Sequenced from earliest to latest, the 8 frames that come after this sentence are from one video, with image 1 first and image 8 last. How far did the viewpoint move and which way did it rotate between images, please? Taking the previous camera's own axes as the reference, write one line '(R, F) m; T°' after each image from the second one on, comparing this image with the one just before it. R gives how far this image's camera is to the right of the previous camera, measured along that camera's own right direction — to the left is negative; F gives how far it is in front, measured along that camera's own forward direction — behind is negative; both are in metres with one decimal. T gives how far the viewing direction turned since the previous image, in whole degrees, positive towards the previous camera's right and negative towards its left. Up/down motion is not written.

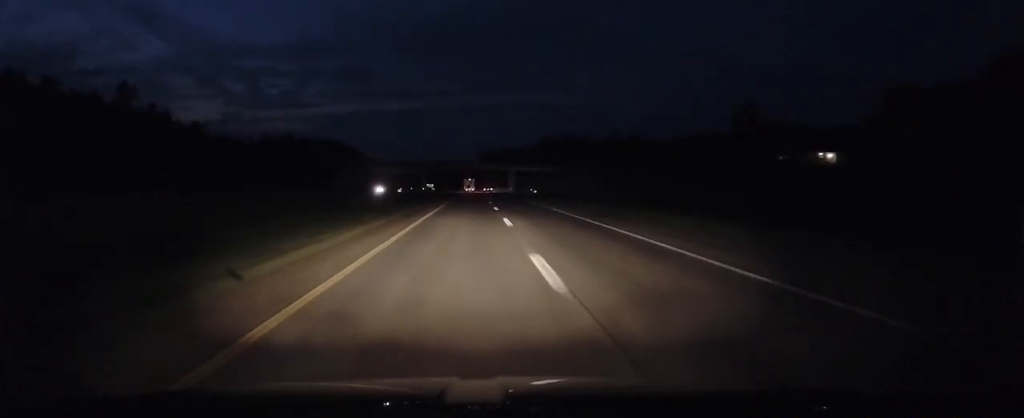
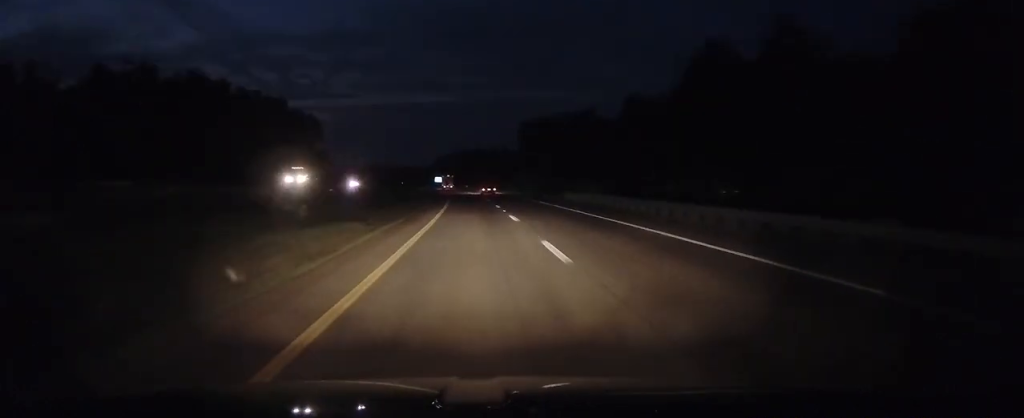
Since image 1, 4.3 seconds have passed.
(-3.7, +141.8) m; -5°
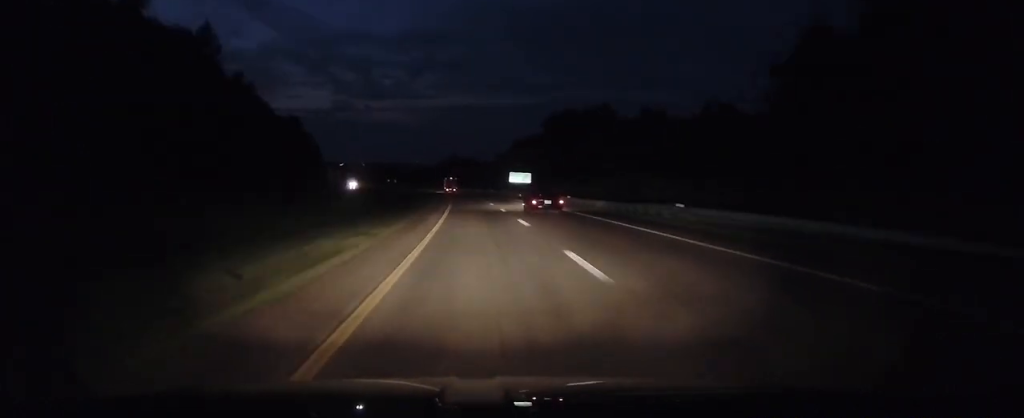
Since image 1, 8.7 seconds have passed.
(-9.0, +146.1) m; -8°
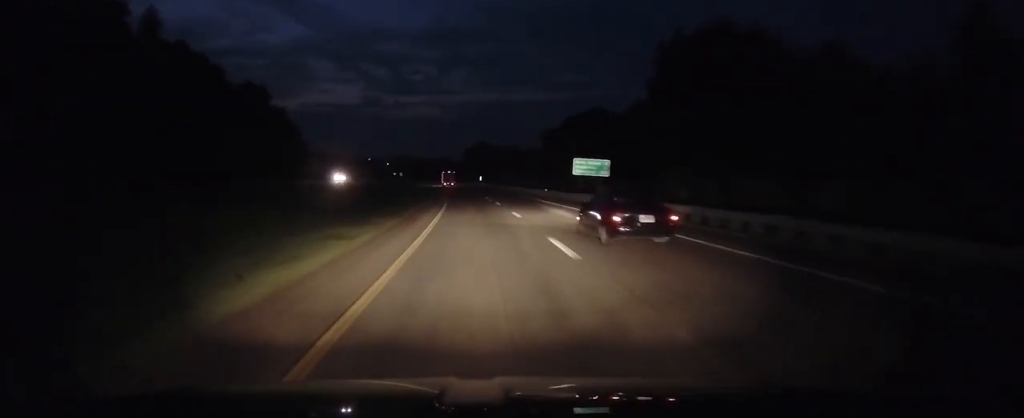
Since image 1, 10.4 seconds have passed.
(+0.1, +58.0) m; -3°
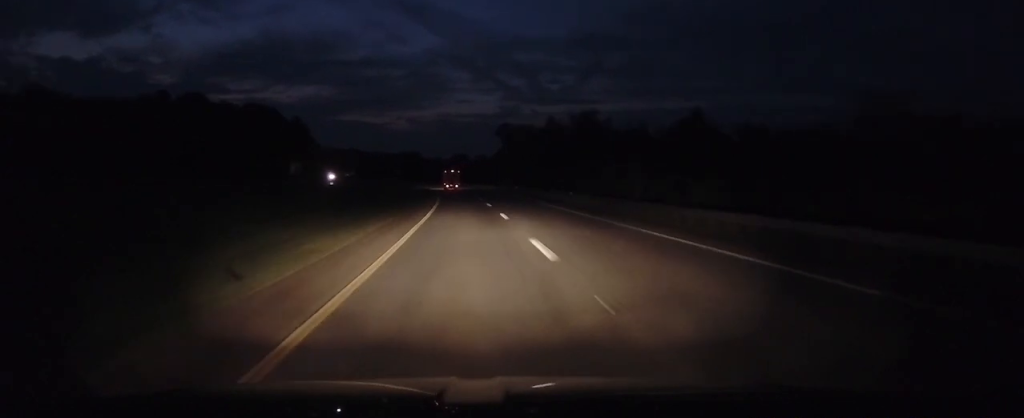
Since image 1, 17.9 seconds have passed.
(-31.1, +249.9) m; -14°
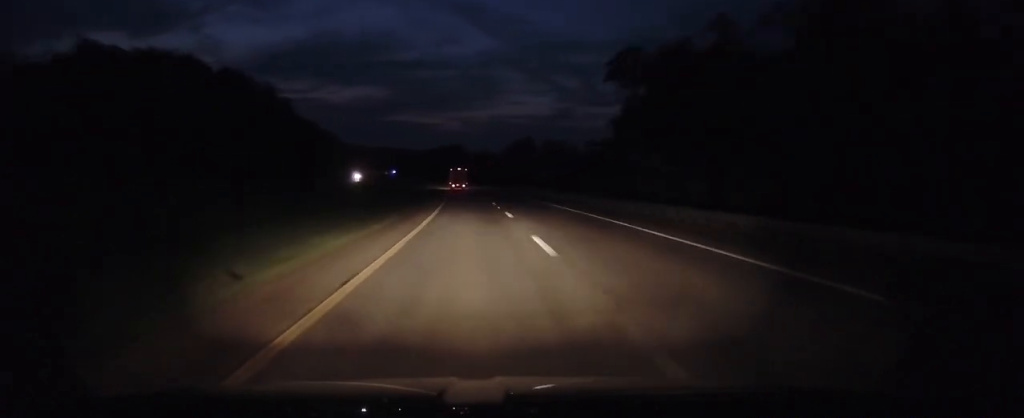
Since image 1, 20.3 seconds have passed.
(-4.3, +81.5) m; -4°
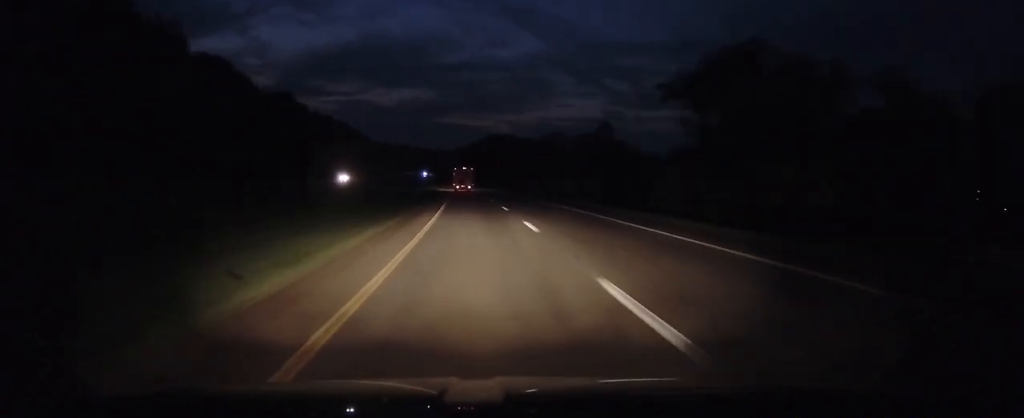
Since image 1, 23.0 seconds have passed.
(-2.9, +90.6) m; -5°
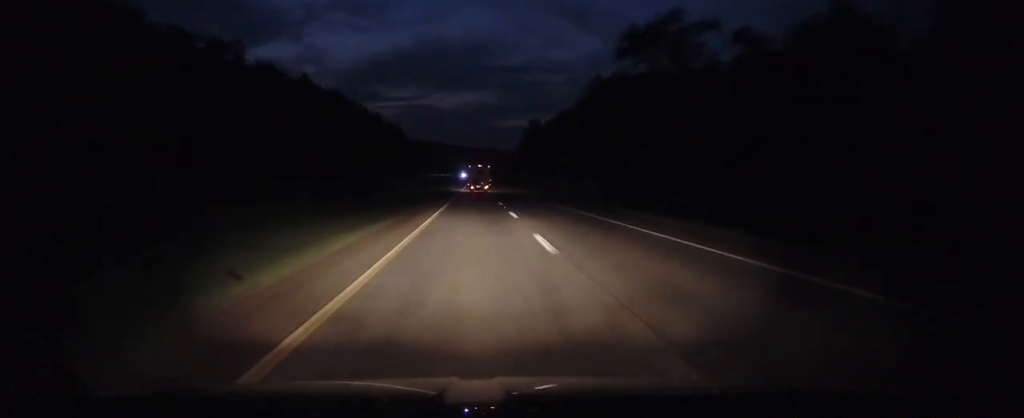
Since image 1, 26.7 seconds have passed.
(-6.5, +125.9) m; -4°
